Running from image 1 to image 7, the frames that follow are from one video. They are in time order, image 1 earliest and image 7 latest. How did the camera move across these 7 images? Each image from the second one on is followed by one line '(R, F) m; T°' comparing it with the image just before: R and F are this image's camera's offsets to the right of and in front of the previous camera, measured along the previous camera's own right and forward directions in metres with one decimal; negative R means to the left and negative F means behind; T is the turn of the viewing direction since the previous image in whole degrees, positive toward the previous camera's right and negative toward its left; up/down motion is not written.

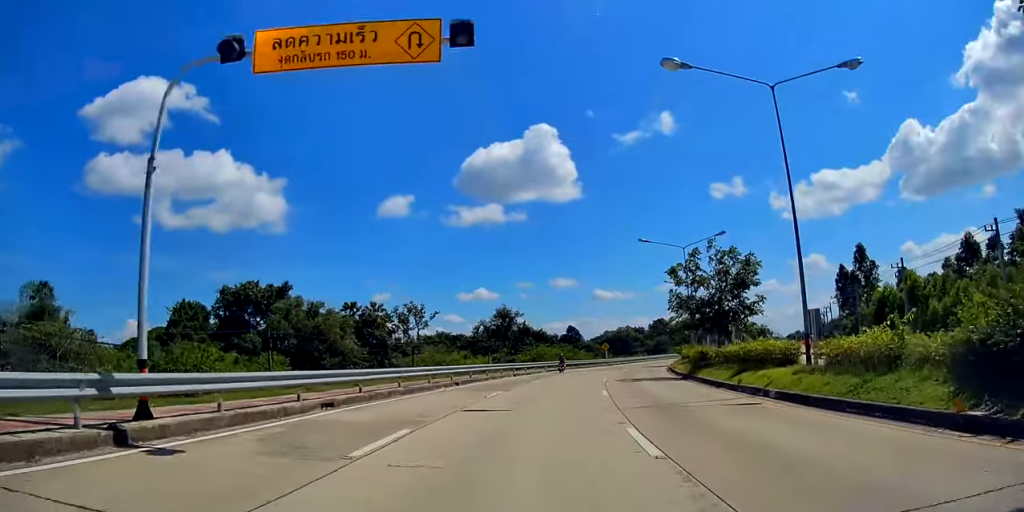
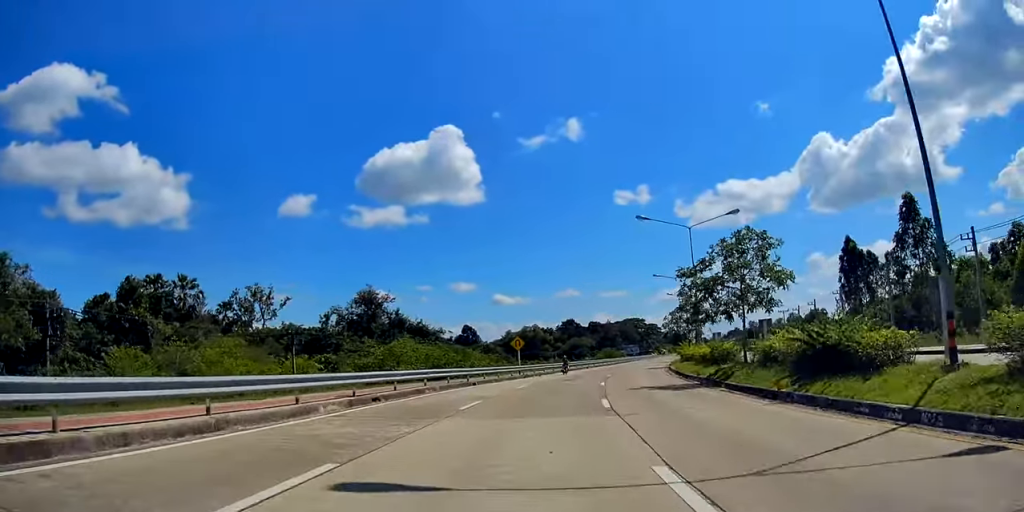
(+2.3, +40.3) m; +9°
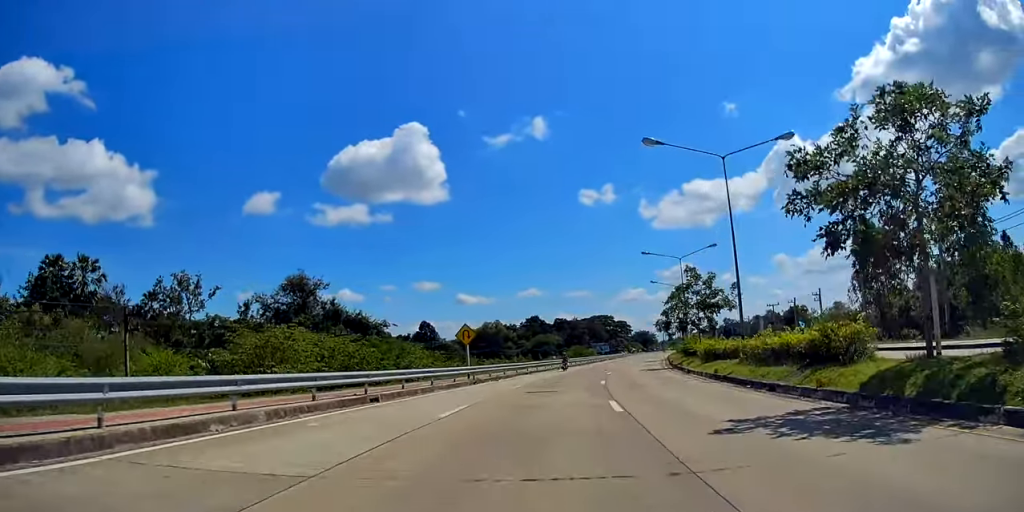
(+0.8, +15.0) m; +4°
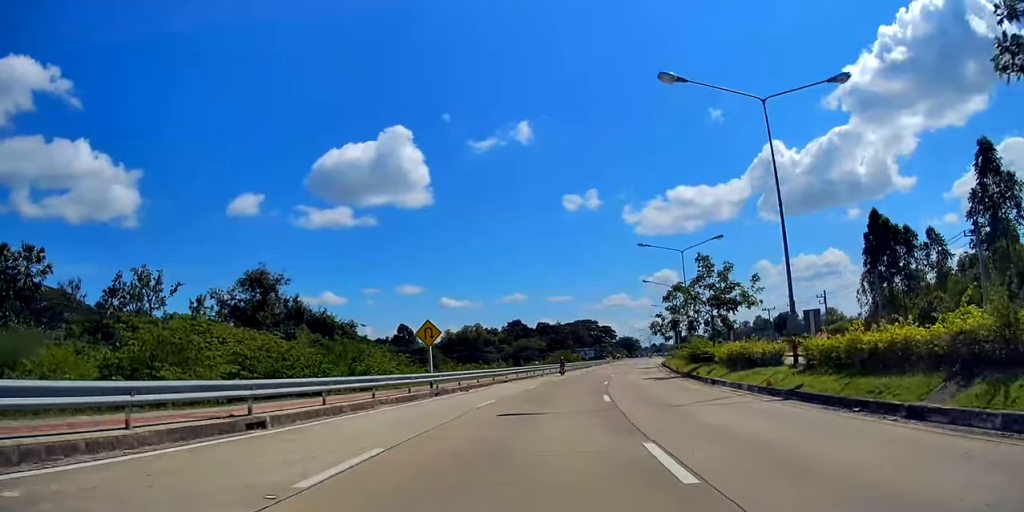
(+0.1, +7.1) m; +2°
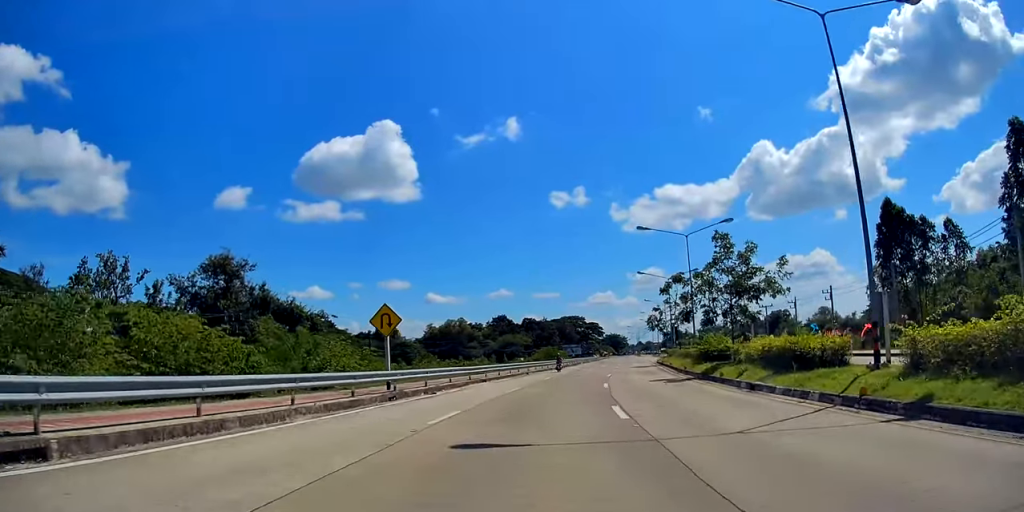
(-0.1, +6.0) m; +2°
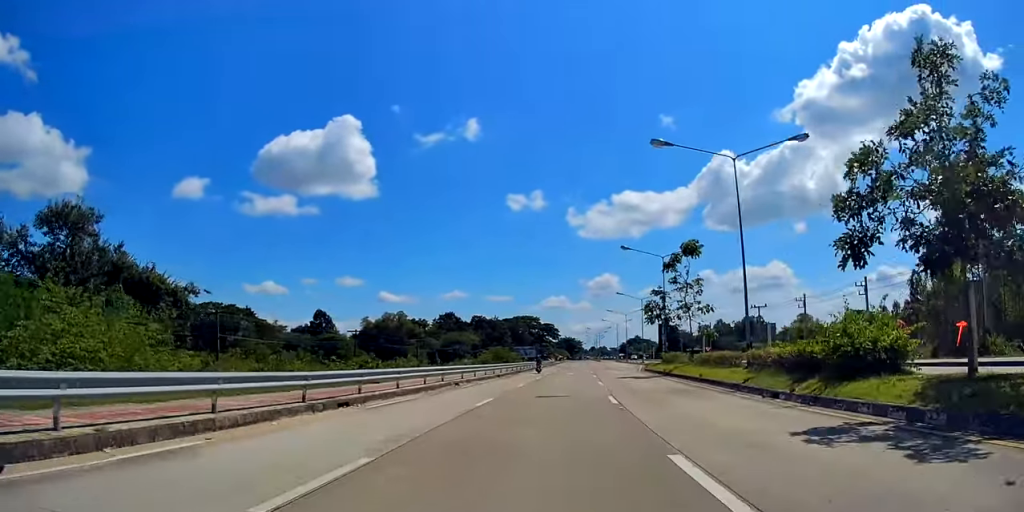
(+1.1, +19.8) m; +4°
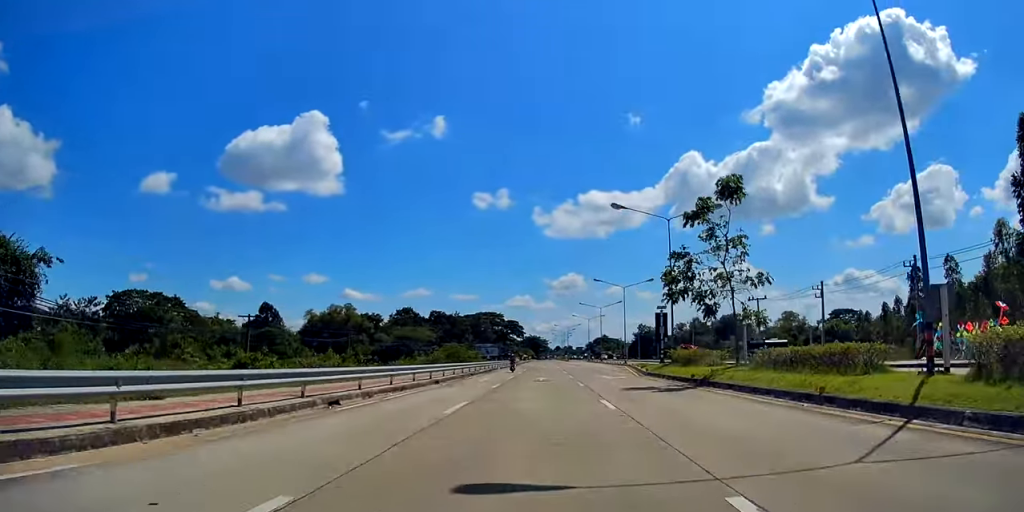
(0.0, +14.9) m; +1°
